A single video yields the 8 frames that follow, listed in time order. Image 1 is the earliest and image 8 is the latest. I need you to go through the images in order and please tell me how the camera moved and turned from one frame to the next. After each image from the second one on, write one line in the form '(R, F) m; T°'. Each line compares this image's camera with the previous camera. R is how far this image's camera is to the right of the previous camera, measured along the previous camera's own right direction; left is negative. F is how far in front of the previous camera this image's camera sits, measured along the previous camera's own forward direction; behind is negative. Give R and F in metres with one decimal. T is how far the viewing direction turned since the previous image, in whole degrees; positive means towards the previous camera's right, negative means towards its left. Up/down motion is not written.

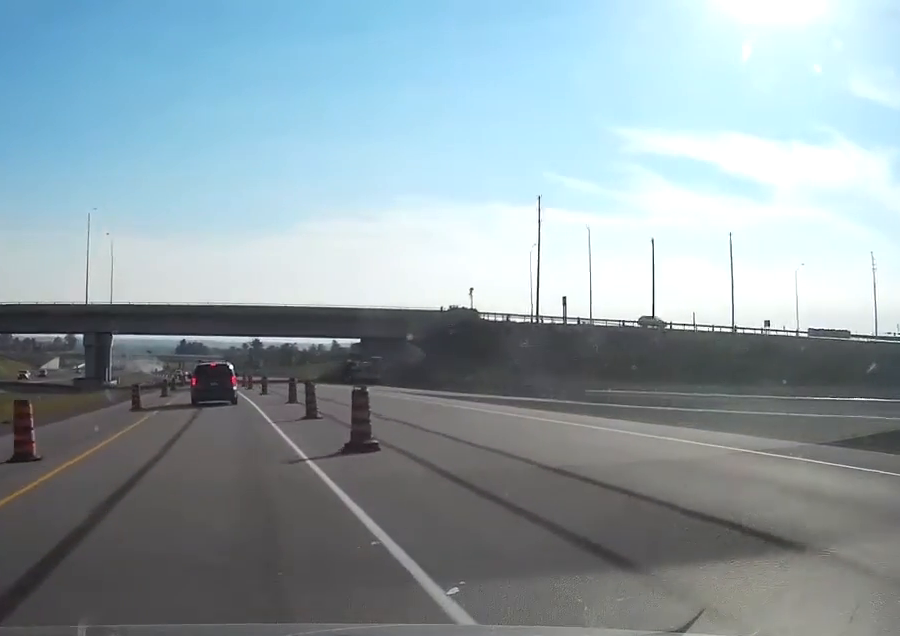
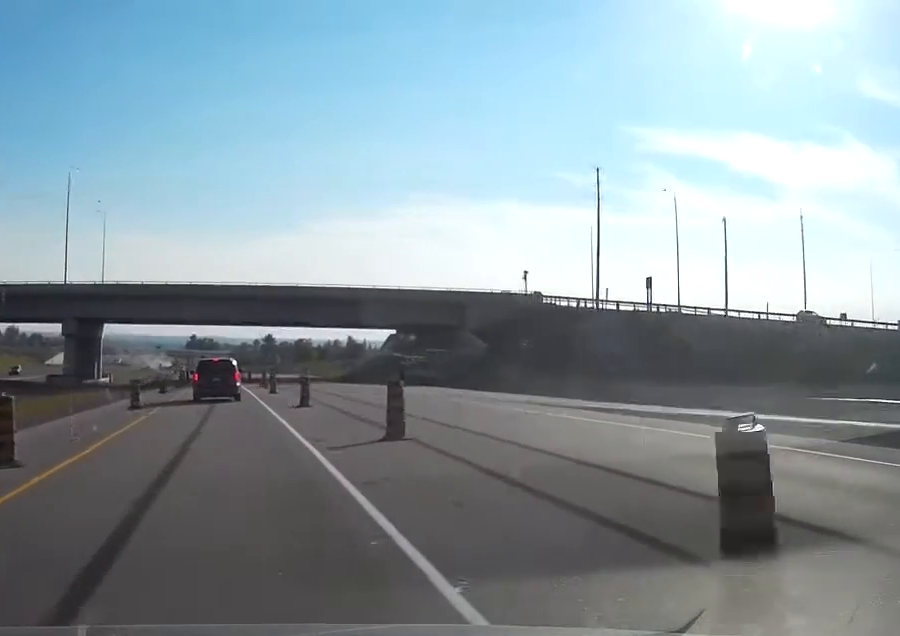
(-0.3, +22.1) m; -1°
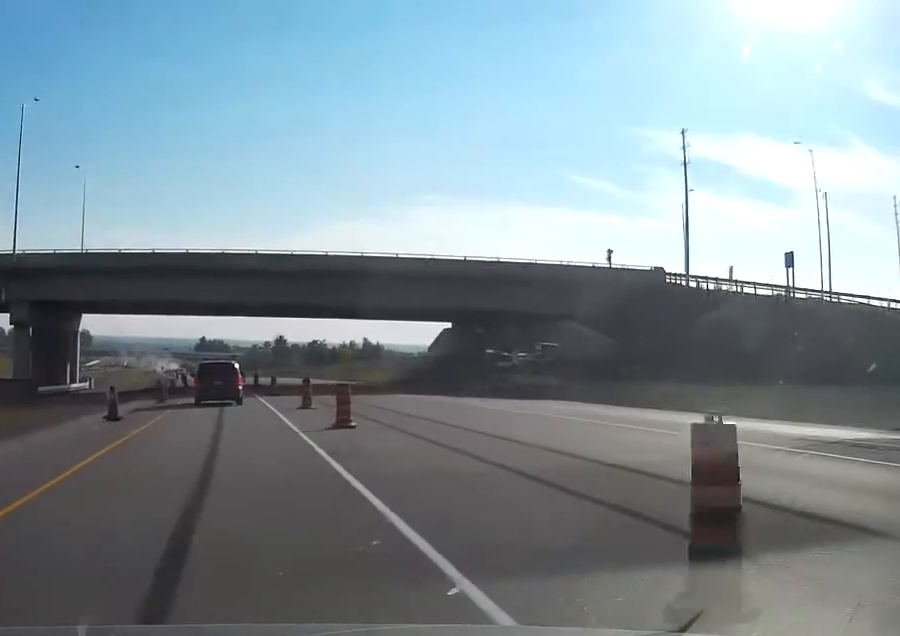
(-0.1, +26.3) m; 0°
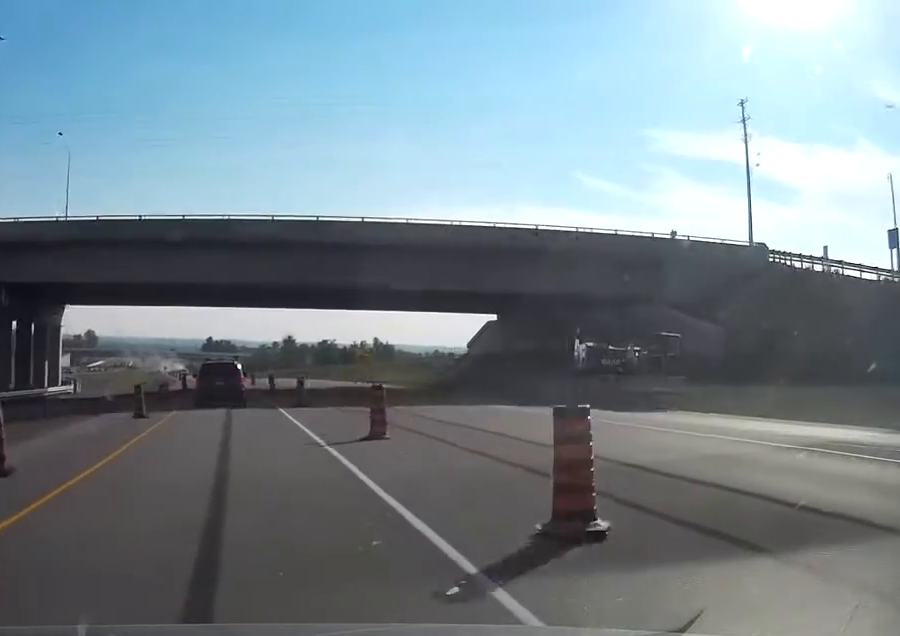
(0.0, +14.3) m; 0°
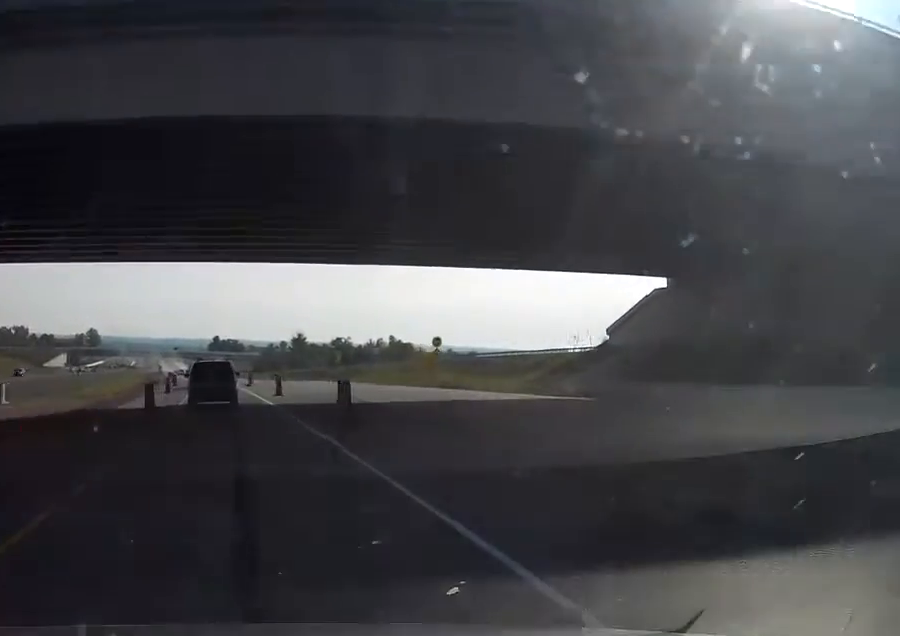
(0.0, +33.3) m; -1°
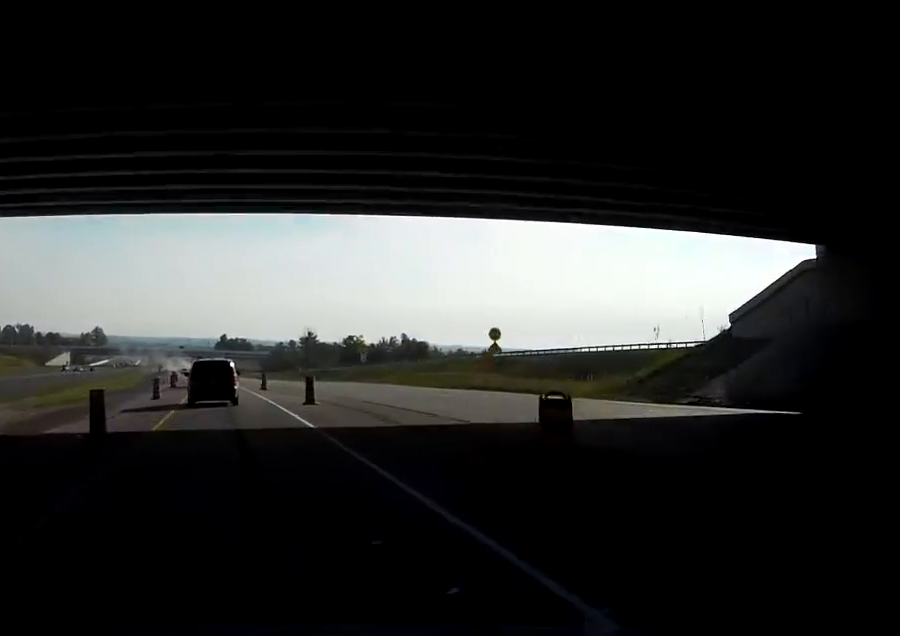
(-0.1, +14.8) m; -1°
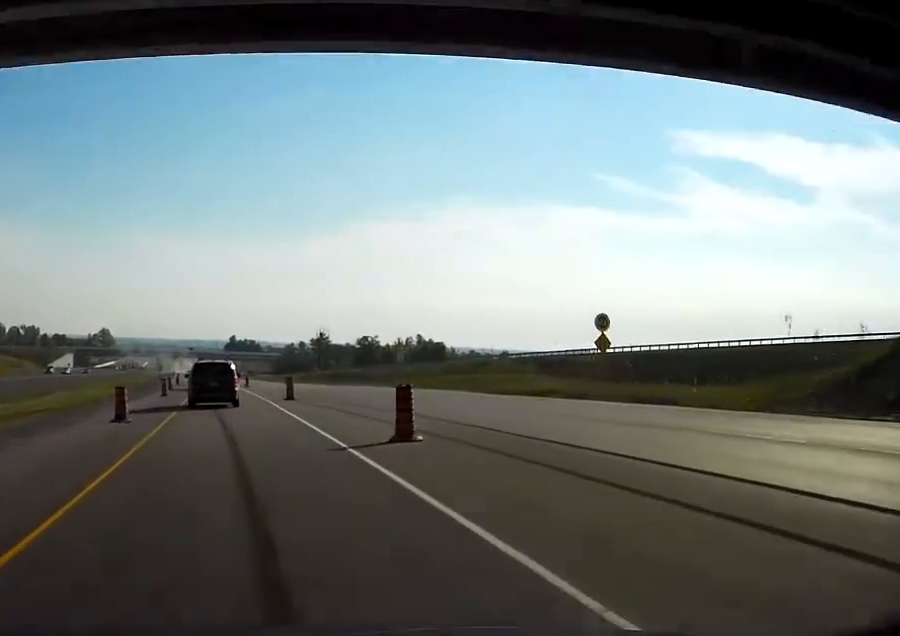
(-0.2, +17.0) m; -1°
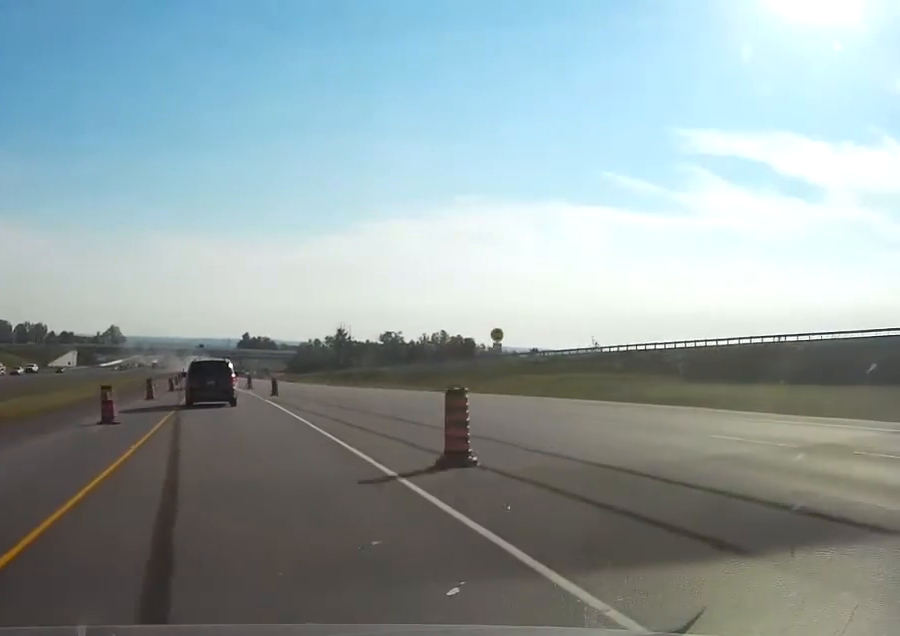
(-0.5, +28.5) m; -1°
